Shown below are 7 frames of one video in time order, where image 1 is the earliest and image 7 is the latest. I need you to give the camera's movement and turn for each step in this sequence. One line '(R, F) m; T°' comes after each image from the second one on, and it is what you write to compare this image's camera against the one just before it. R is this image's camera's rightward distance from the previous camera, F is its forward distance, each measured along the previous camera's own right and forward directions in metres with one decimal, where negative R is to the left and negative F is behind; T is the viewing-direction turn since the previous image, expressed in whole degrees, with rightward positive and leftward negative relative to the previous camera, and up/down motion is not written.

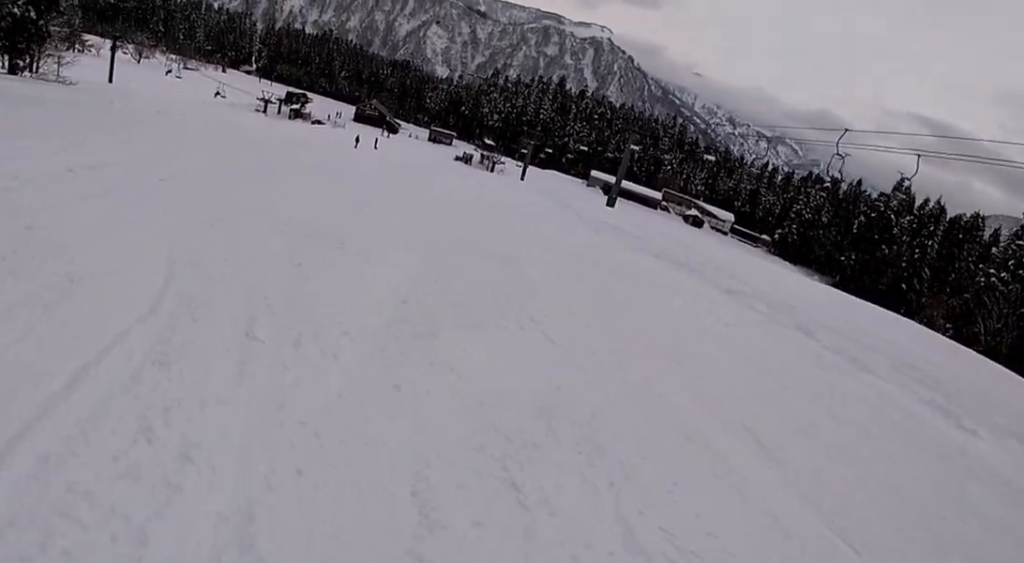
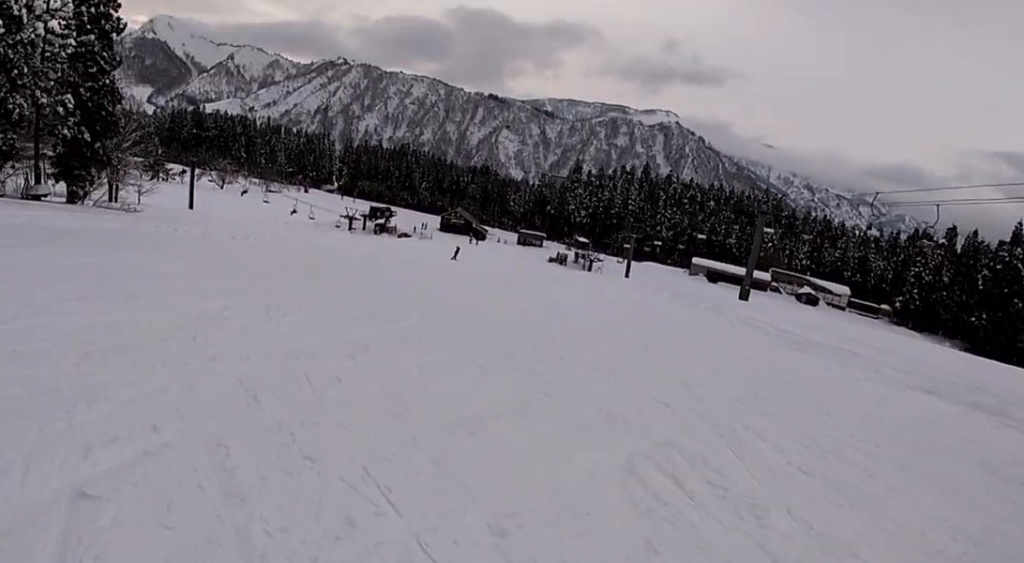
(+0.1, +8.5) m; -1°
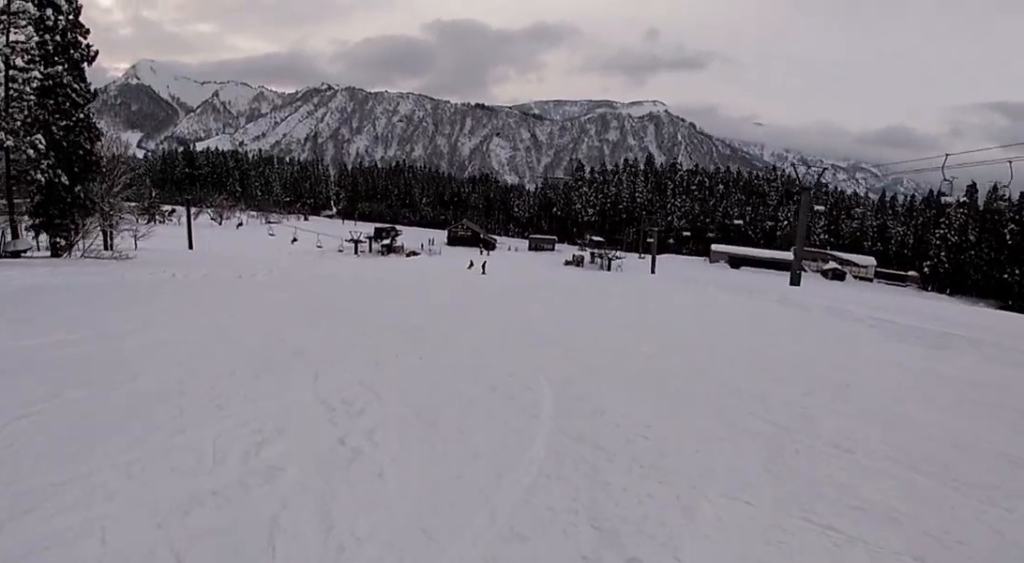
(-0.2, +5.2) m; +5°
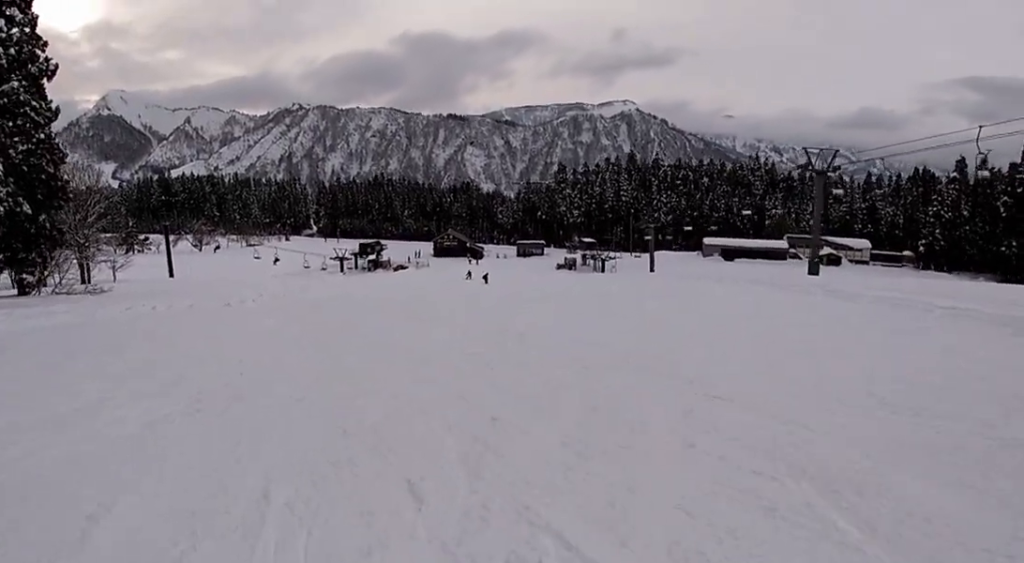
(-0.5, +3.9) m; +4°
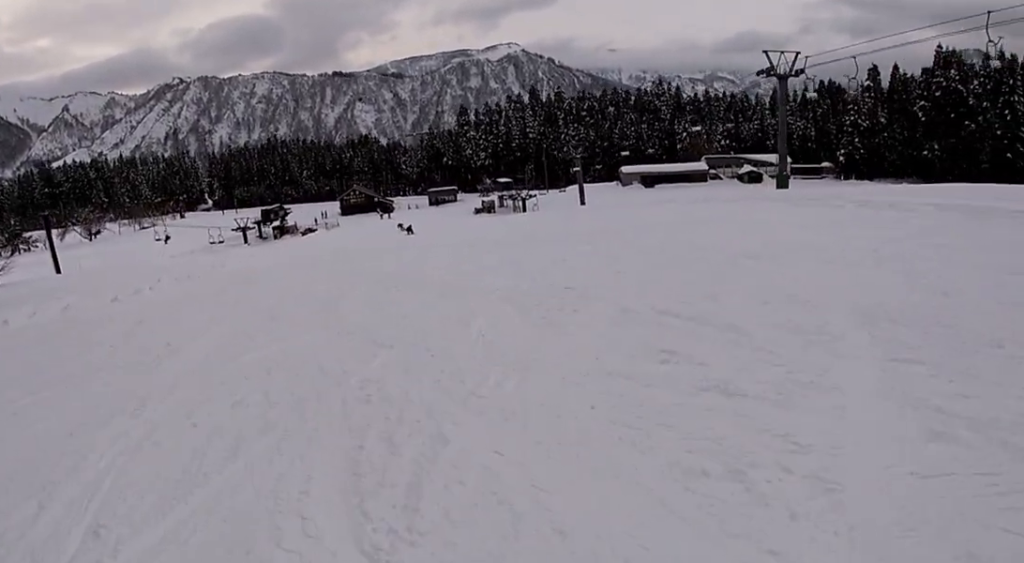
(+1.5, +7.9) m; +11°
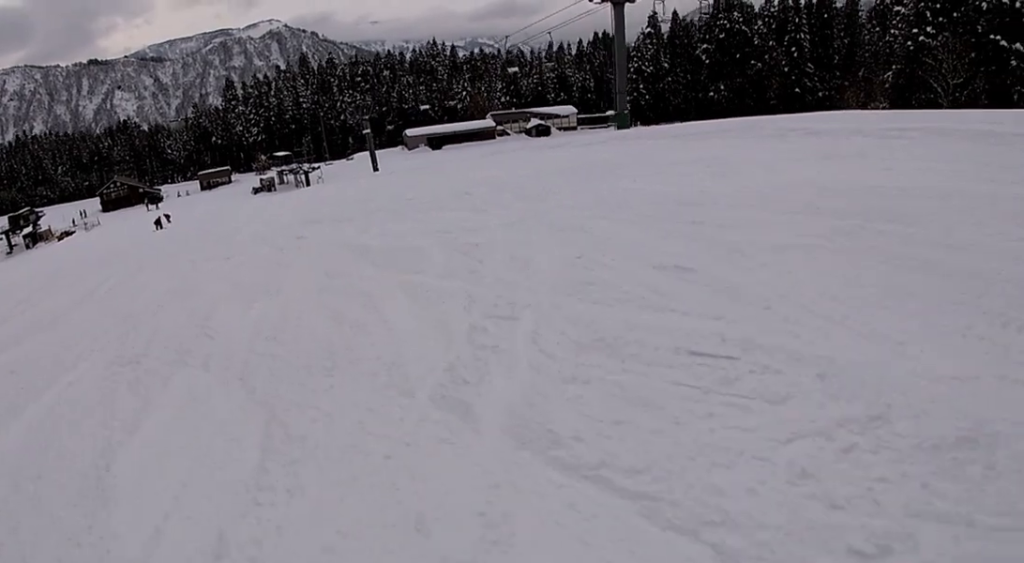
(+0.5, +9.3) m; +16°
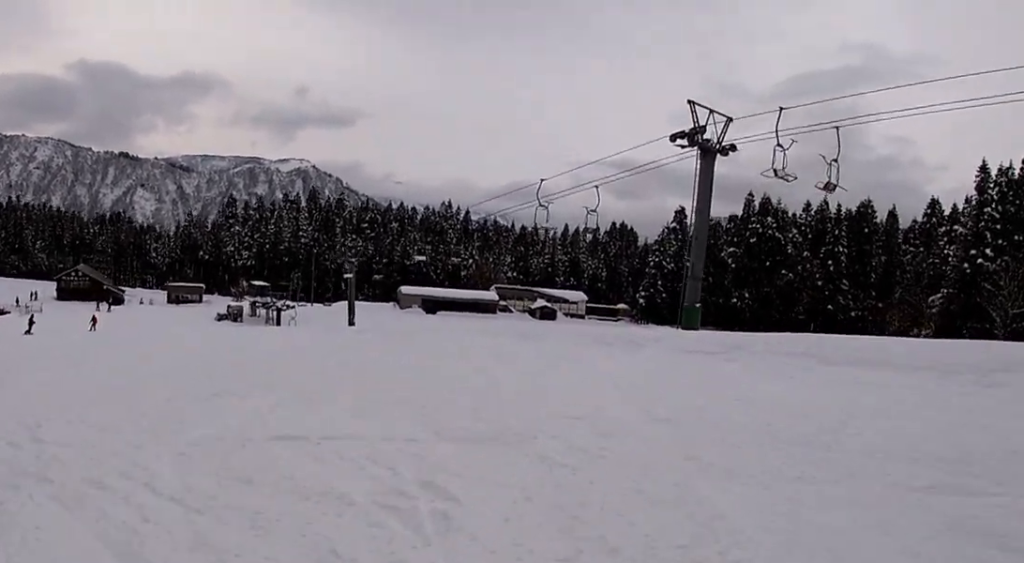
(+2.7, +13.5) m; +8°
